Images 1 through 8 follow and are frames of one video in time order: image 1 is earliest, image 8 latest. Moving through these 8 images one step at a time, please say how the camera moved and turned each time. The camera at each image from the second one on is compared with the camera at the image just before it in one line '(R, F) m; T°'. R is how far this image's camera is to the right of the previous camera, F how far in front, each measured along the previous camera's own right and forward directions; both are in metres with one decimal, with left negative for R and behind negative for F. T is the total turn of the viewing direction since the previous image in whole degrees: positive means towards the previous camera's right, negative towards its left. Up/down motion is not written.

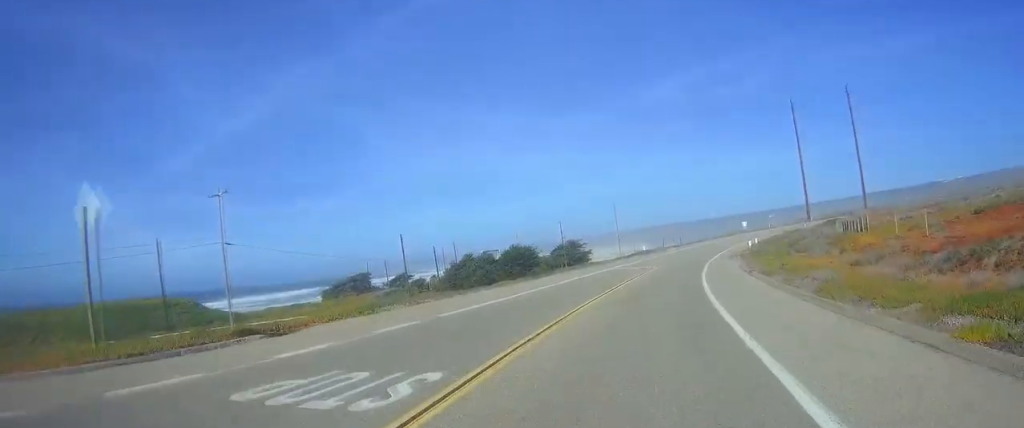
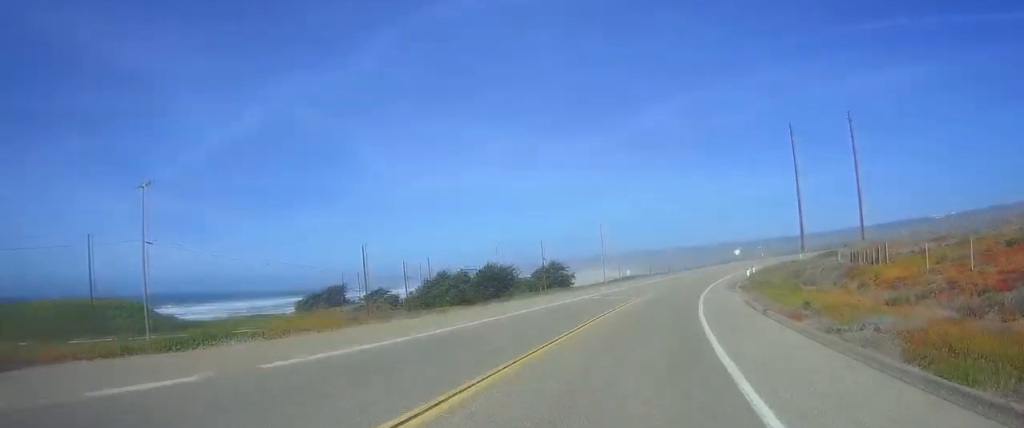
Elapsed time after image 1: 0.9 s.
(+0.1, +8.4) m; +1°
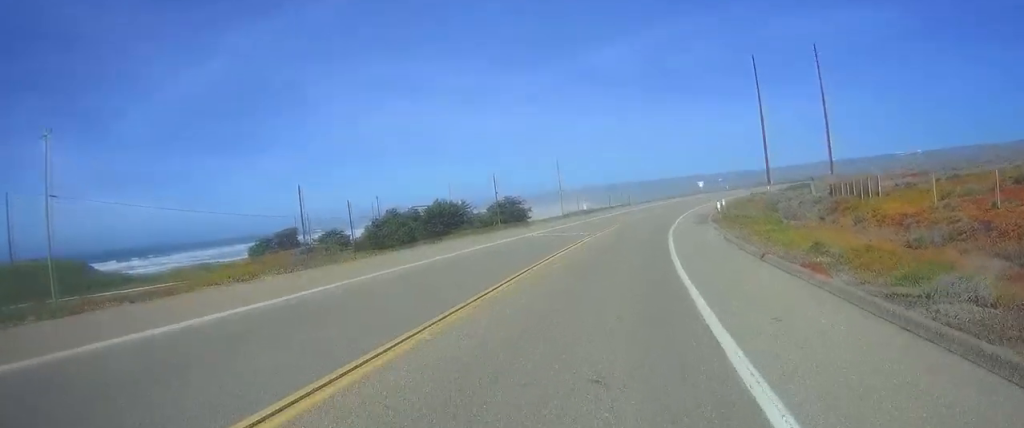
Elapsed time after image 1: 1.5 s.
(0.0, +6.7) m; +1°
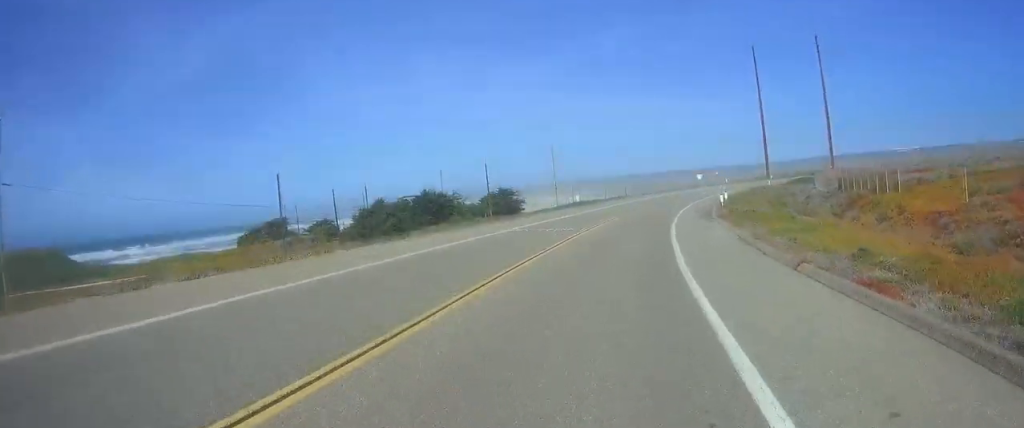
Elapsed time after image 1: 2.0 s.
(0.0, +4.5) m; 0°
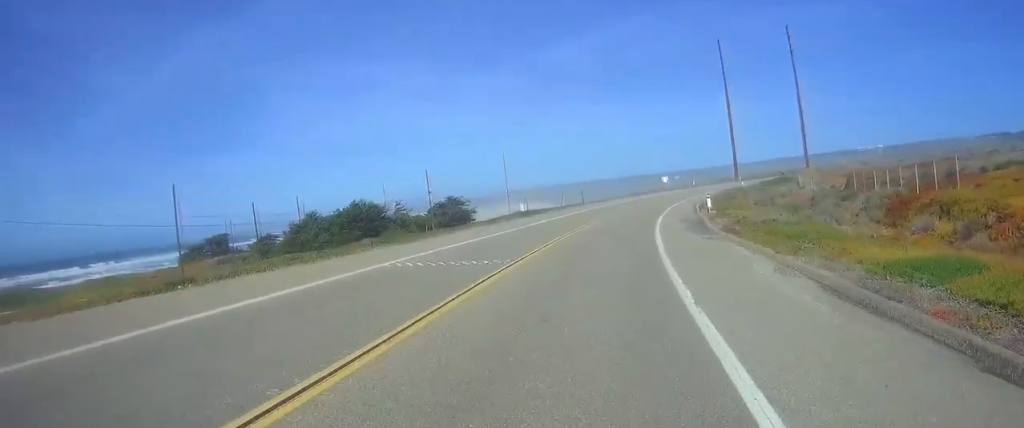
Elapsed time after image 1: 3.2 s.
(+0.1, +13.3) m; +1°
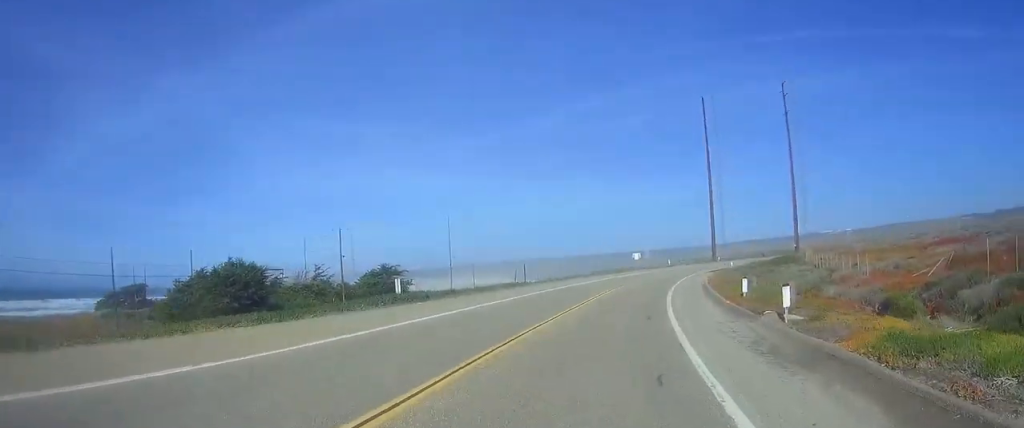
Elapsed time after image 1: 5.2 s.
(+0.1, +23.5) m; +1°
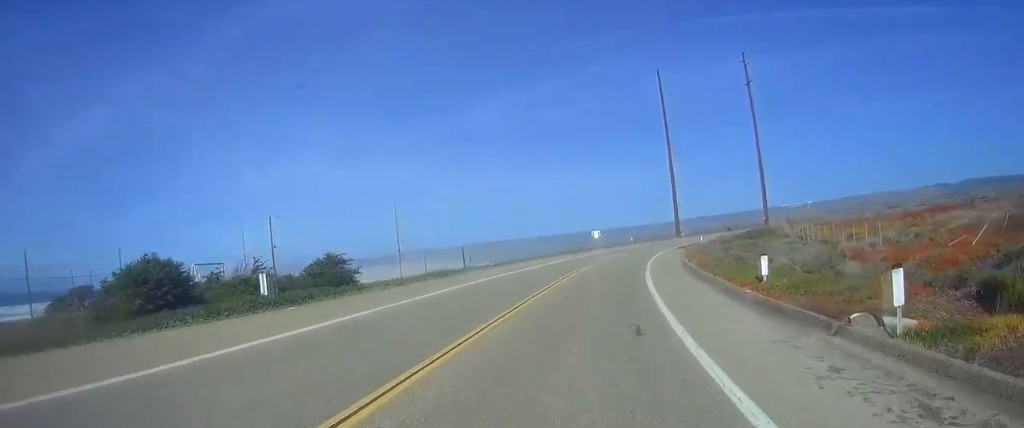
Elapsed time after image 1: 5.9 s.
(+0.2, +9.2) m; +1°
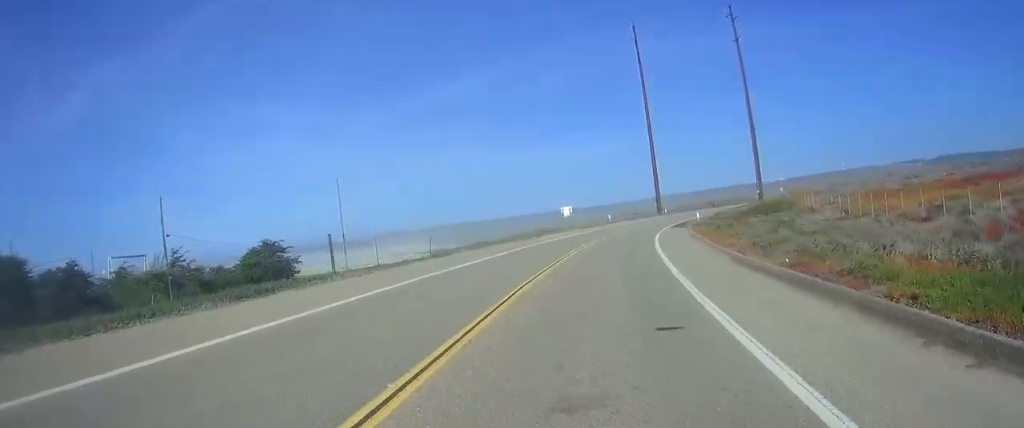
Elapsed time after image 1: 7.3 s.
(+0.1, +19.2) m; +2°
